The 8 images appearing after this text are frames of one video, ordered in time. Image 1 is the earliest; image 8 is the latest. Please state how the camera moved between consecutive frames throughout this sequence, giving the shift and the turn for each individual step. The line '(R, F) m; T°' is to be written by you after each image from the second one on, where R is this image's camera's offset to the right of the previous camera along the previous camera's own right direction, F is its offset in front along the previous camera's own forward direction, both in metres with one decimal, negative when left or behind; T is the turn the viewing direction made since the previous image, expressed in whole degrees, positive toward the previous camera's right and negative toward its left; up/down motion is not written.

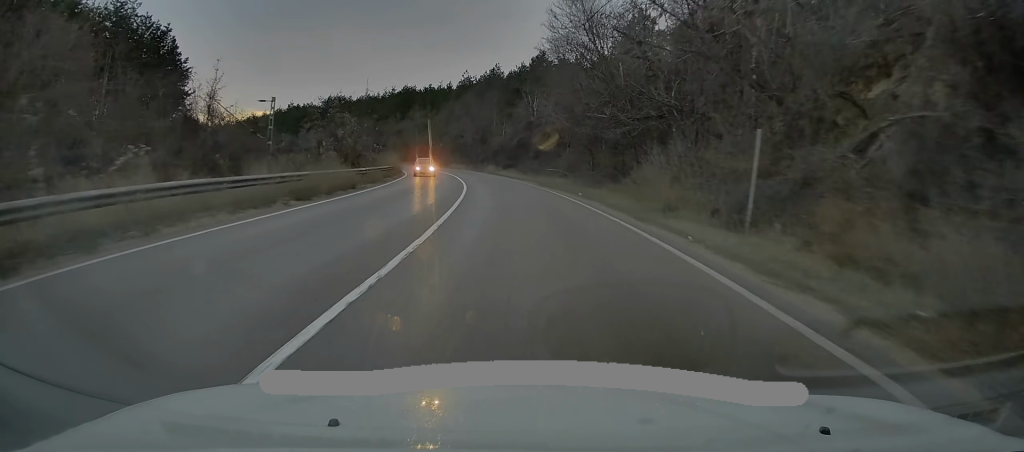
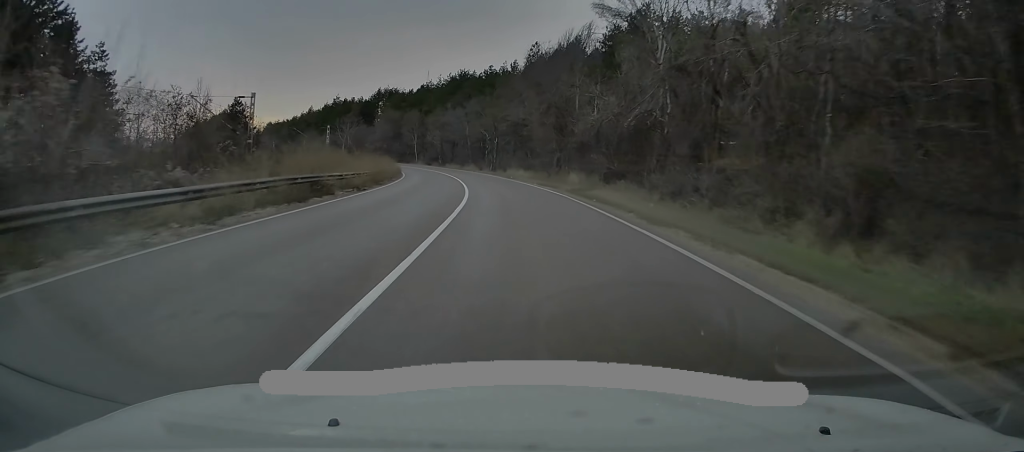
(-1.9, +36.9) m; -7°
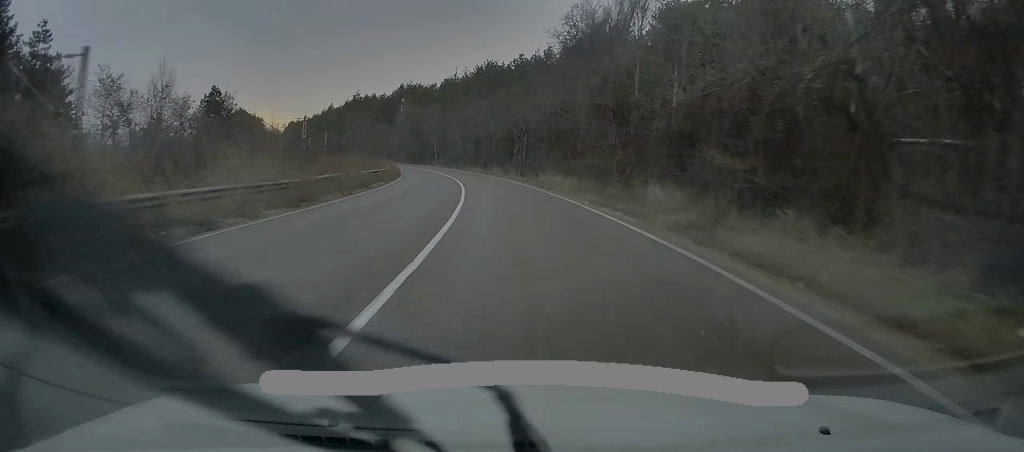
(-0.4, +15.9) m; -3°
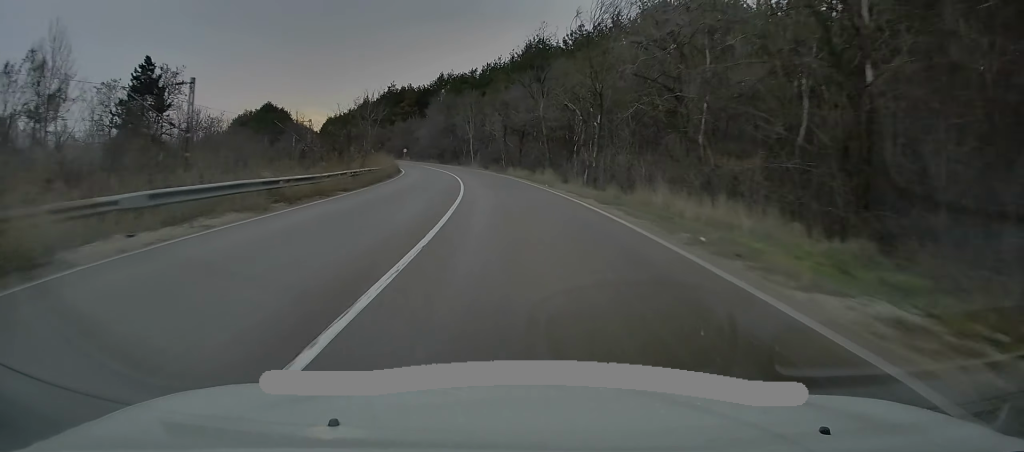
(-1.0, +24.3) m; -4°
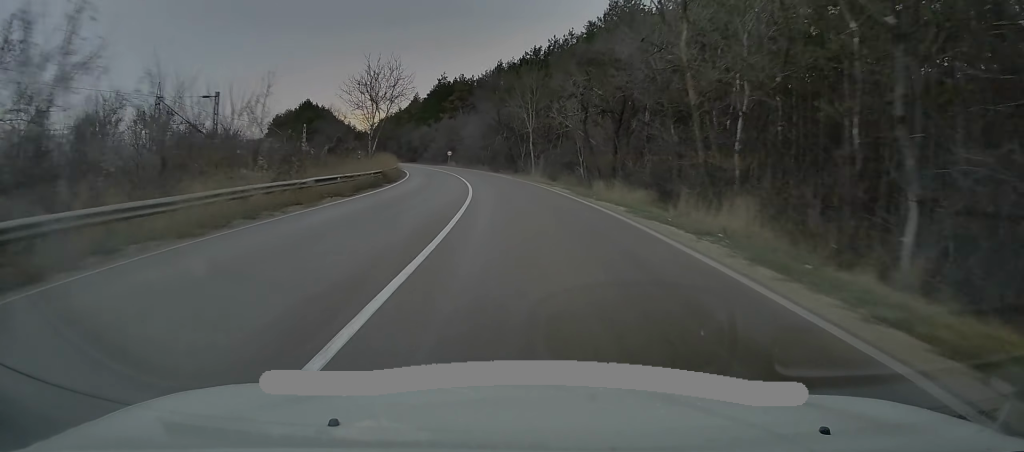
(-1.3, +29.8) m; -5°
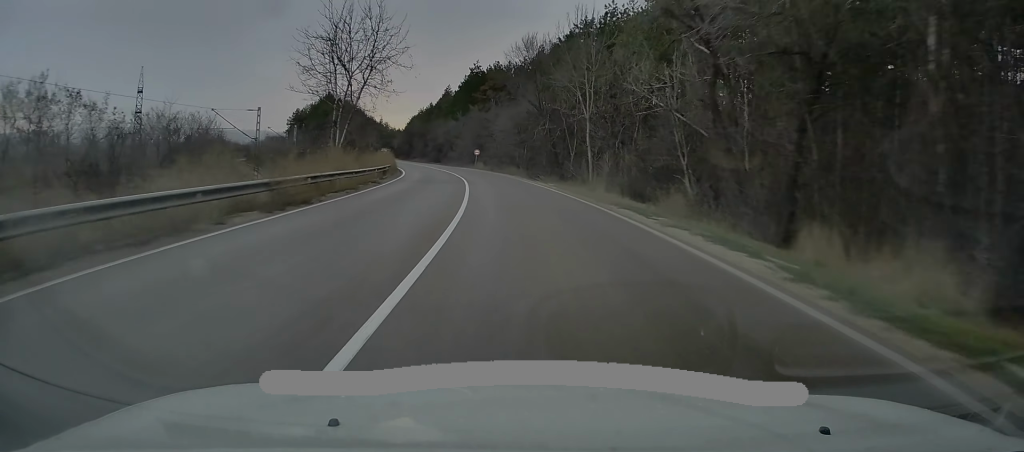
(-0.7, +20.8) m; -4°
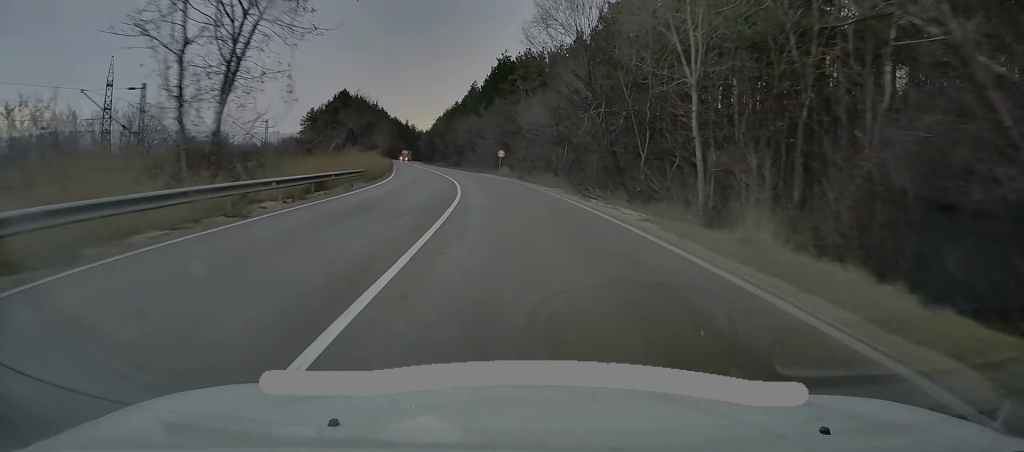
(-0.5, +18.6) m; -4°
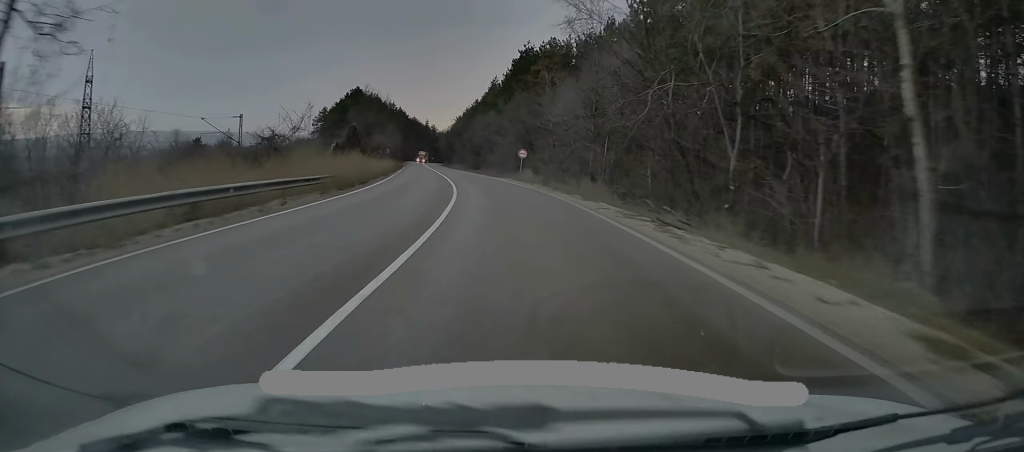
(-0.2, +11.0) m; -2°
